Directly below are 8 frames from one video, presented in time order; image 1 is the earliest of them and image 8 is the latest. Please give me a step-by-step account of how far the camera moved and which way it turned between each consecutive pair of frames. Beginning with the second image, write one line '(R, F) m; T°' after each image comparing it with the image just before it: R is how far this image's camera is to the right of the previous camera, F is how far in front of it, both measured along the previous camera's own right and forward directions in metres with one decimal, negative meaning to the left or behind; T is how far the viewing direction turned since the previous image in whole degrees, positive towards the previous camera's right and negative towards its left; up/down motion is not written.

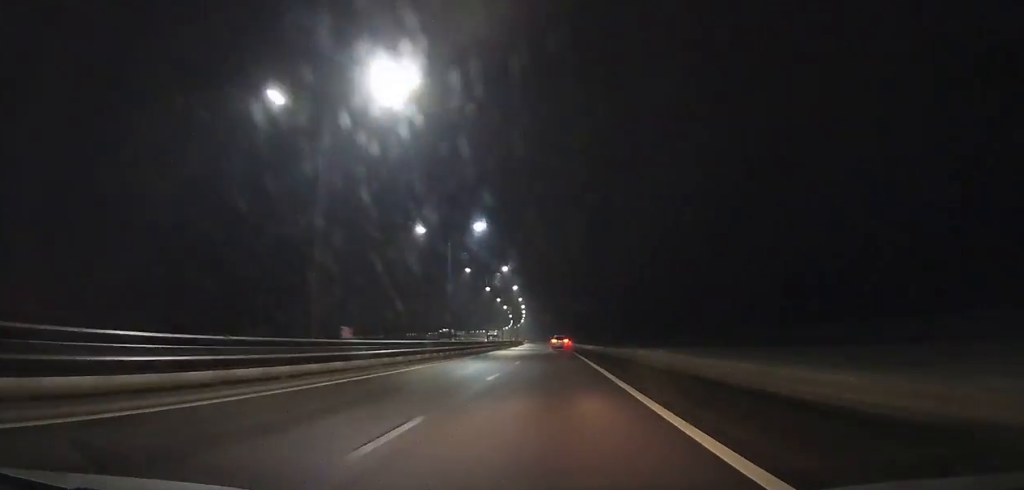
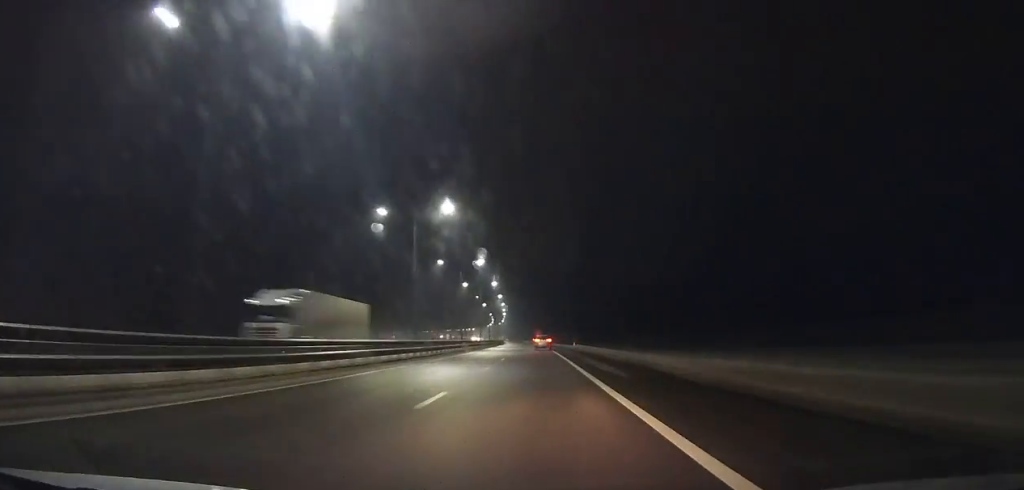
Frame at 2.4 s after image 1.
(-0.1, +67.4) m; -1°
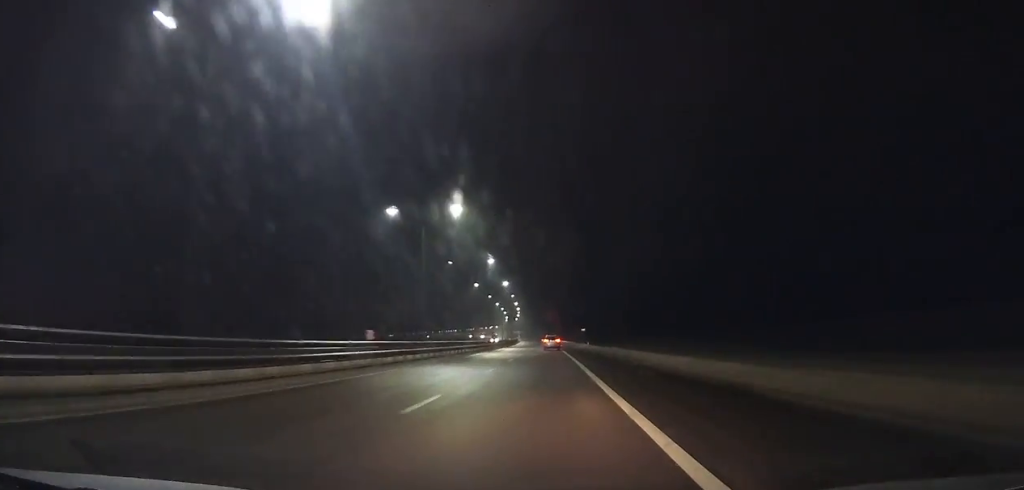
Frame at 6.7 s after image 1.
(-1.9, +120.9) m; -2°
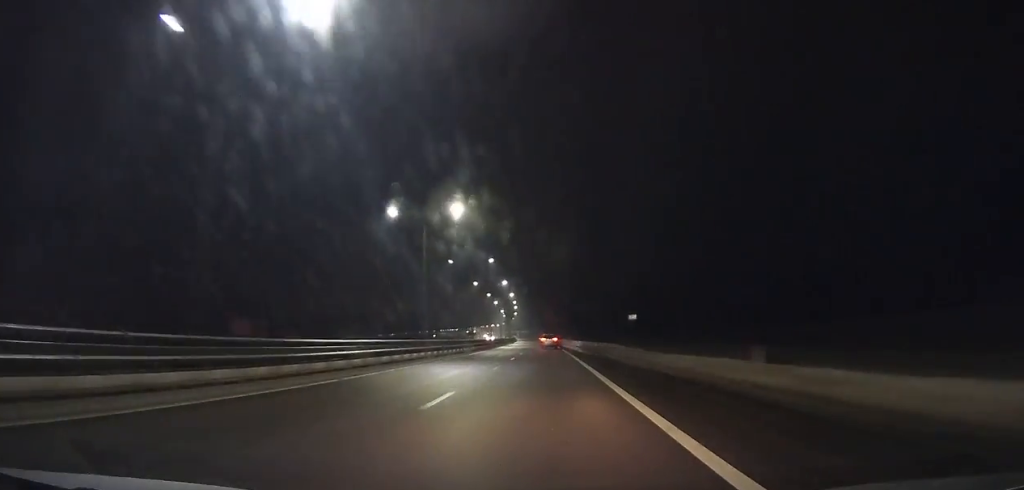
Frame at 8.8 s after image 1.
(-0.6, +58.8) m; -1°
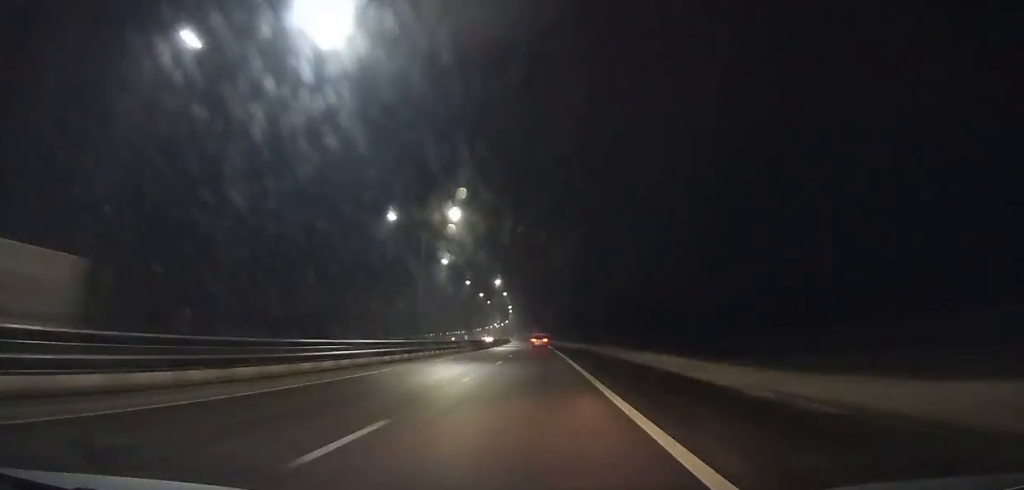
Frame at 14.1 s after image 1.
(-2.6, +148.5) m; -2°
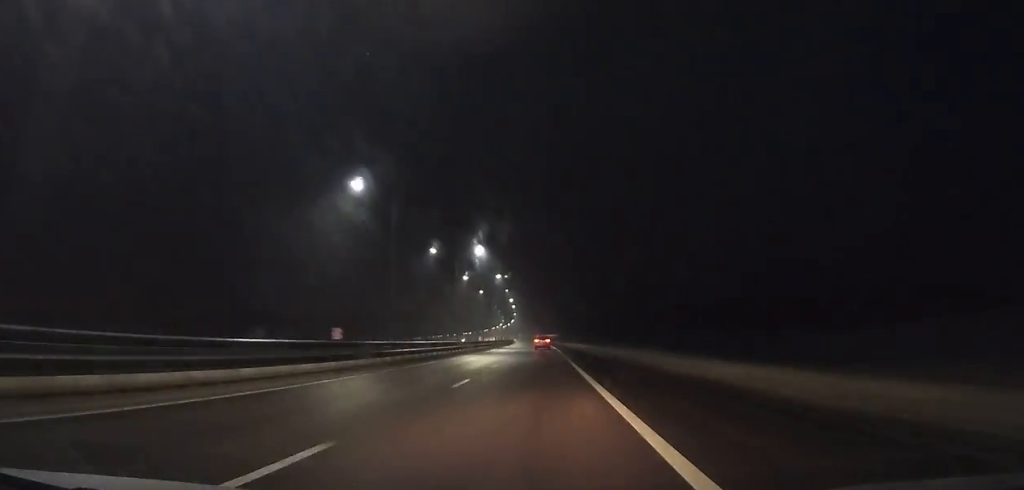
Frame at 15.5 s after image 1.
(+0.1, +39.3) m; 0°
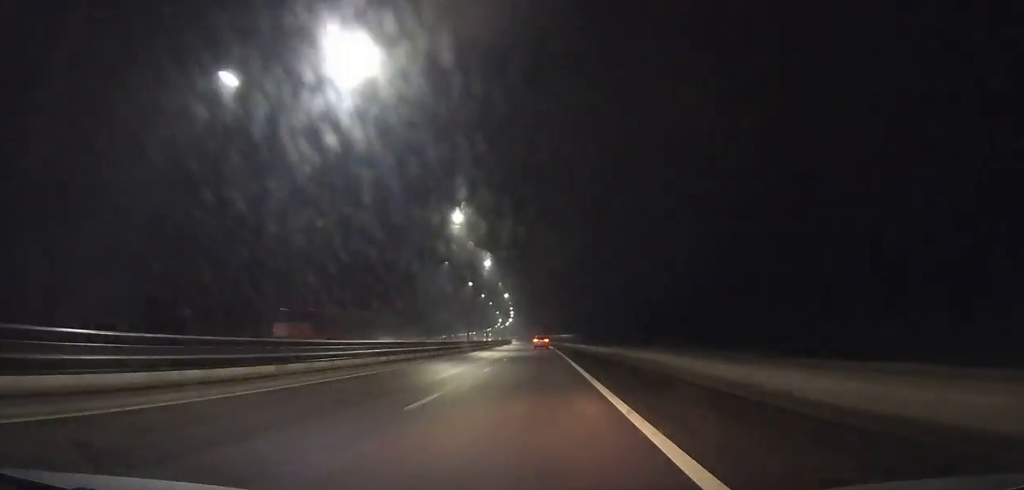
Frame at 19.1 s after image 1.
(-1.5, +101.2) m; -2°
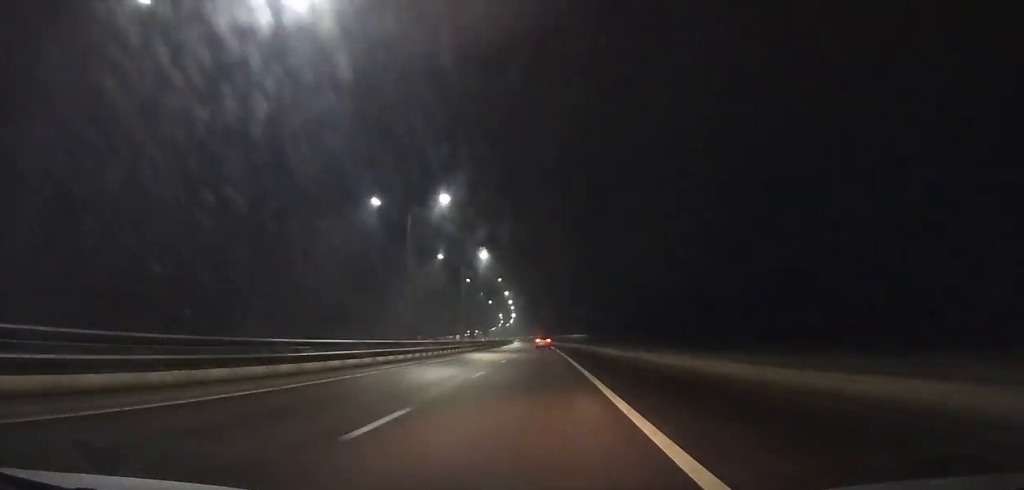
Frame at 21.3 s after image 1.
(-0.6, +61.9) m; -1°
